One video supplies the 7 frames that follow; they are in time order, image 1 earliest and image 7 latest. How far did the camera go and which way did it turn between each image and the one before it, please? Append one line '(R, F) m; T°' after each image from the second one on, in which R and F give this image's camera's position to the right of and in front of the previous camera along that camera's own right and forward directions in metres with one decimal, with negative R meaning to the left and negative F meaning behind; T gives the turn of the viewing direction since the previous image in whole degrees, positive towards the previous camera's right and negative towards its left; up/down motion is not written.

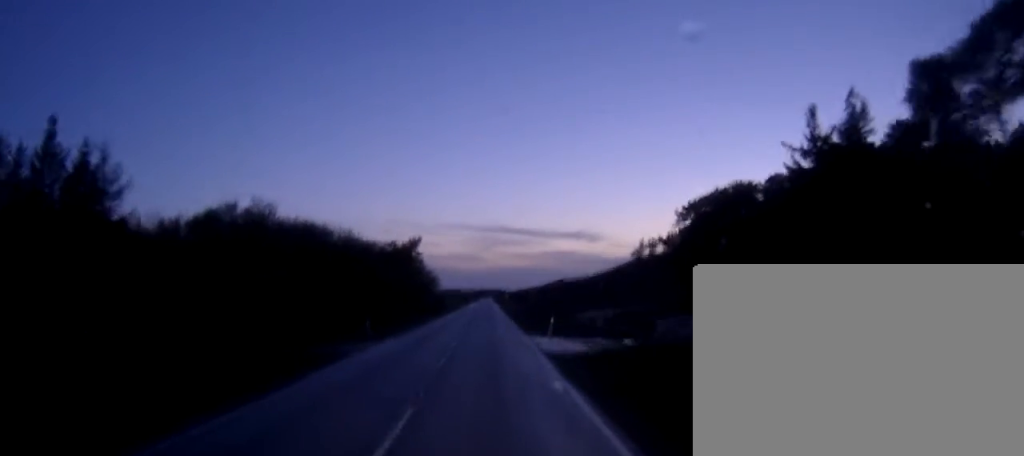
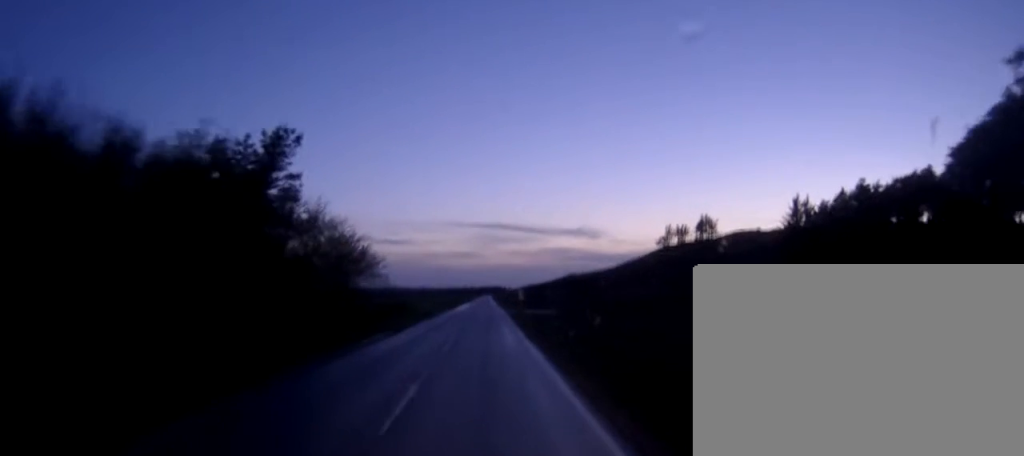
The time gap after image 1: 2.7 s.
(+0.3, +57.6) m; +1°
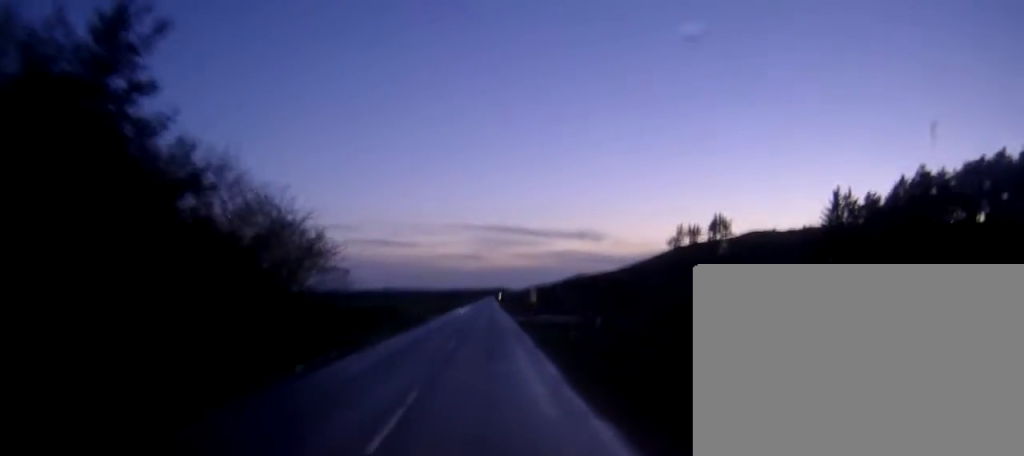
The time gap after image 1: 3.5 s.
(0.0, +15.5) m; 0°
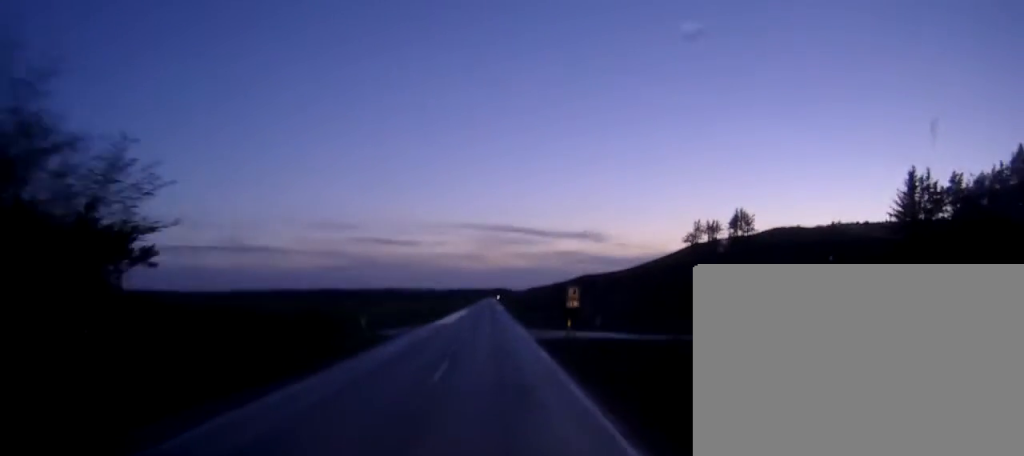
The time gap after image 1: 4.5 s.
(-0.2, +22.4) m; 0°
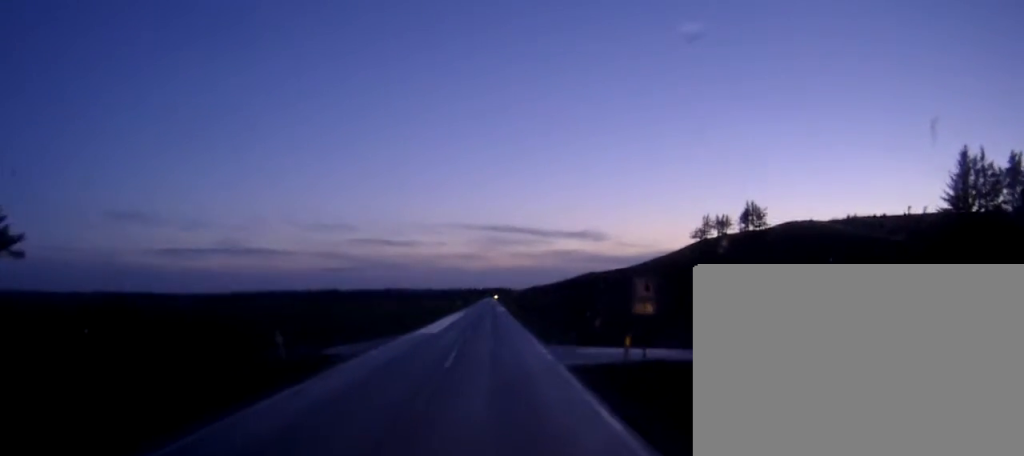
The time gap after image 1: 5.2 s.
(0.0, +13.2) m; 0°
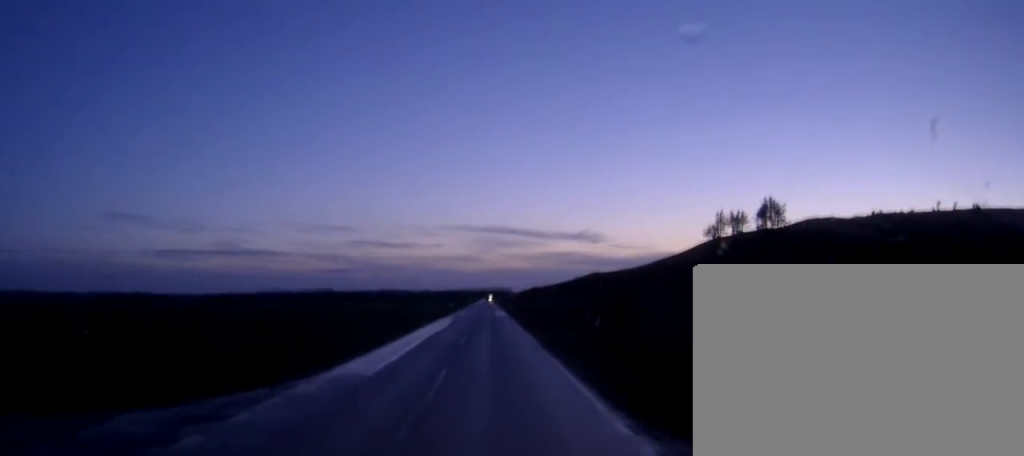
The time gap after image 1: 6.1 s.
(+0.1, +19.5) m; 0°
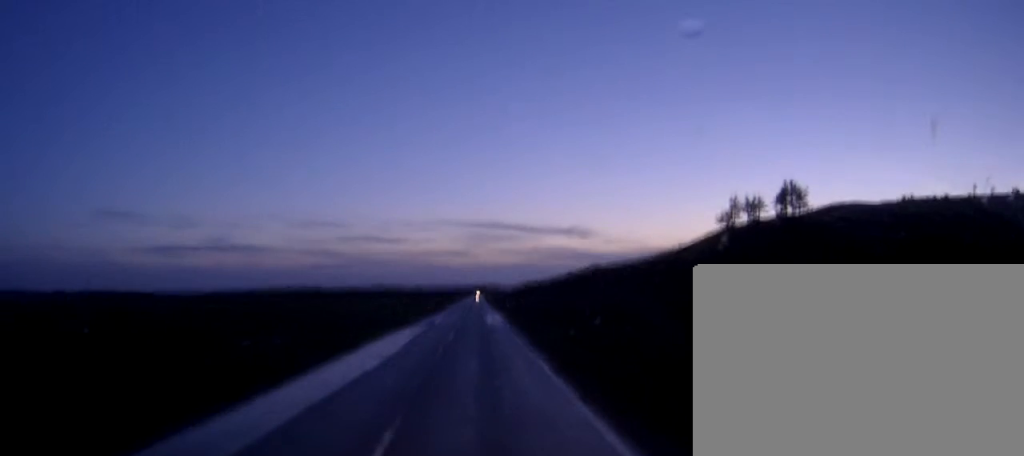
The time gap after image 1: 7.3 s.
(0.0, +24.1) m; +1°
